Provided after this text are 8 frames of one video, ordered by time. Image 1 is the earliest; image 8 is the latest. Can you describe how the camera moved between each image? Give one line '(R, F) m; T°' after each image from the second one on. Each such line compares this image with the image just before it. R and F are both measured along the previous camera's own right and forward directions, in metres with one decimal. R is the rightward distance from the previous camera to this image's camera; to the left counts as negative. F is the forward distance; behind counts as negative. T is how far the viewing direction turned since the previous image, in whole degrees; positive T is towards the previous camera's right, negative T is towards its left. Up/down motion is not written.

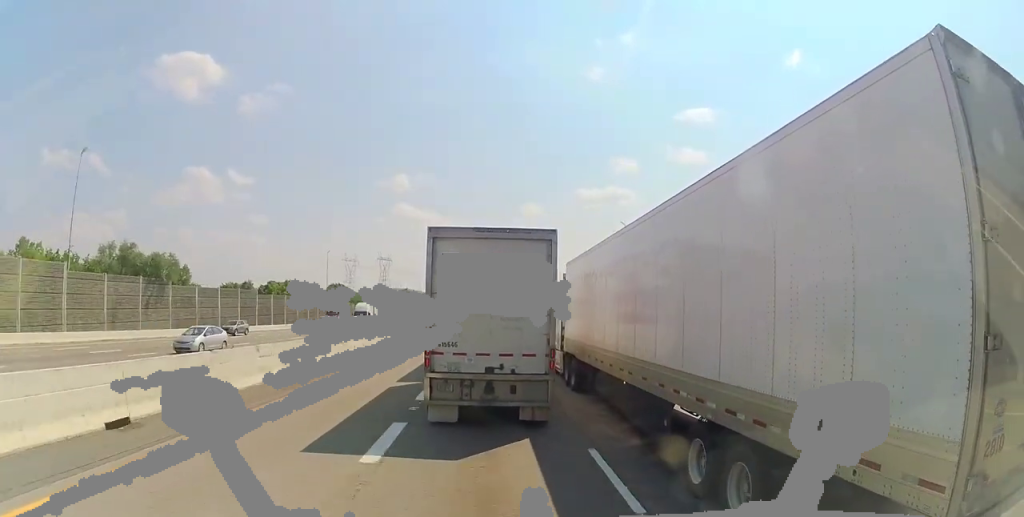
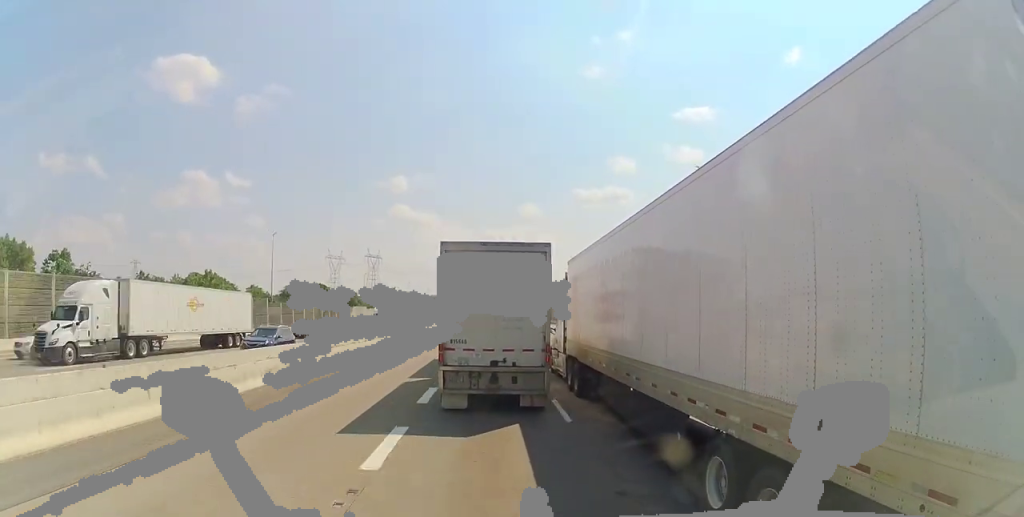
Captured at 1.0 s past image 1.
(0.0, +30.6) m; 0°
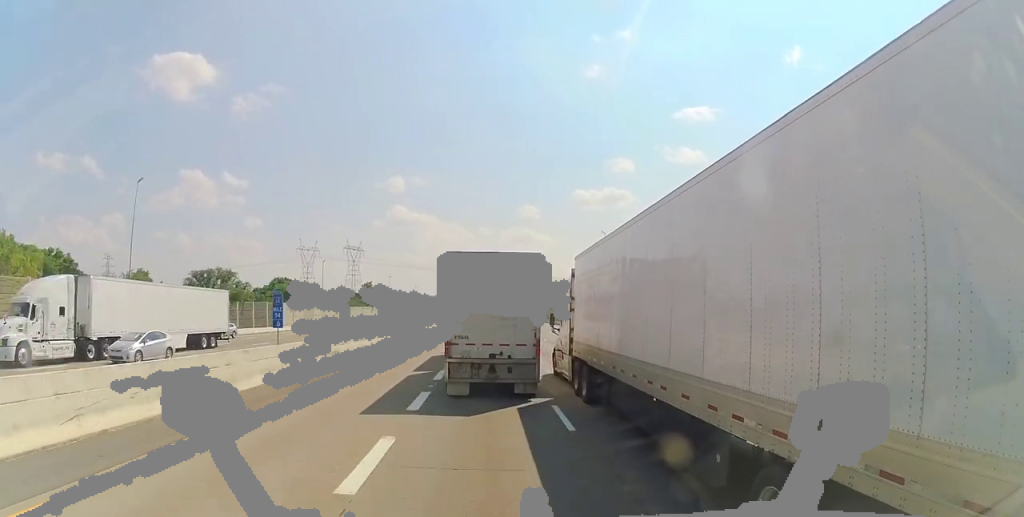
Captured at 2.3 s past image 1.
(+0.1, +37.8) m; 0°
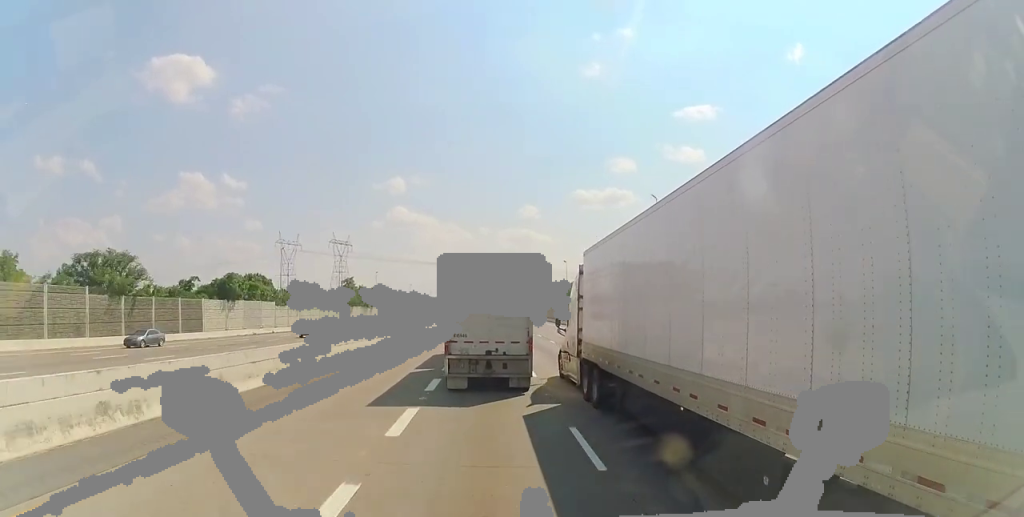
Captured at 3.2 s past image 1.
(0.0, +27.1) m; 0°
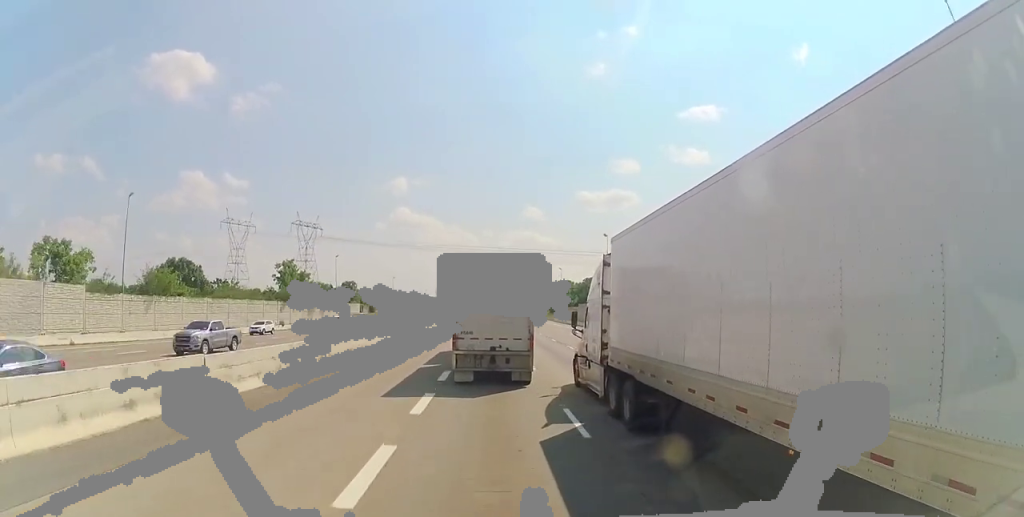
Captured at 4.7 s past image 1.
(-0.2, +46.6) m; -1°
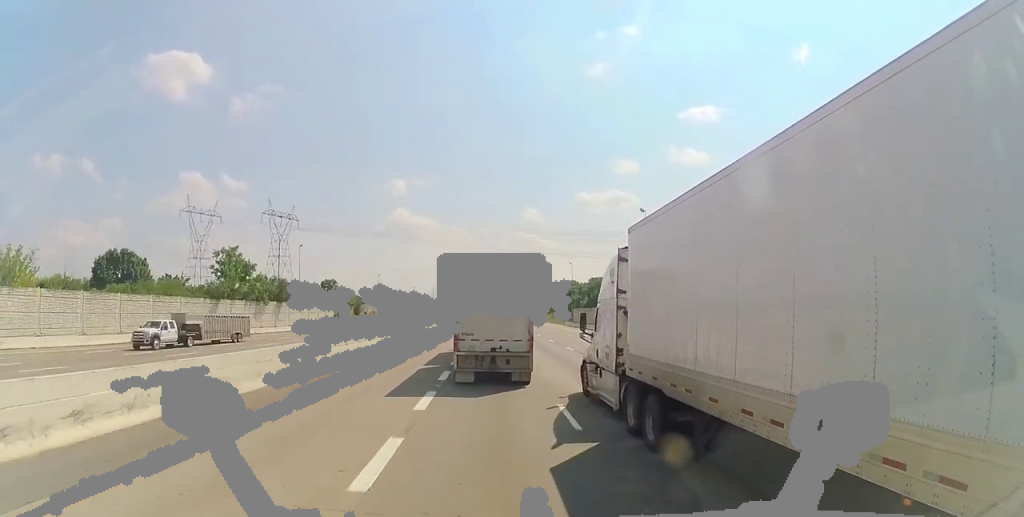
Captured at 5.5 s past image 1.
(-0.2, +23.6) m; 0°
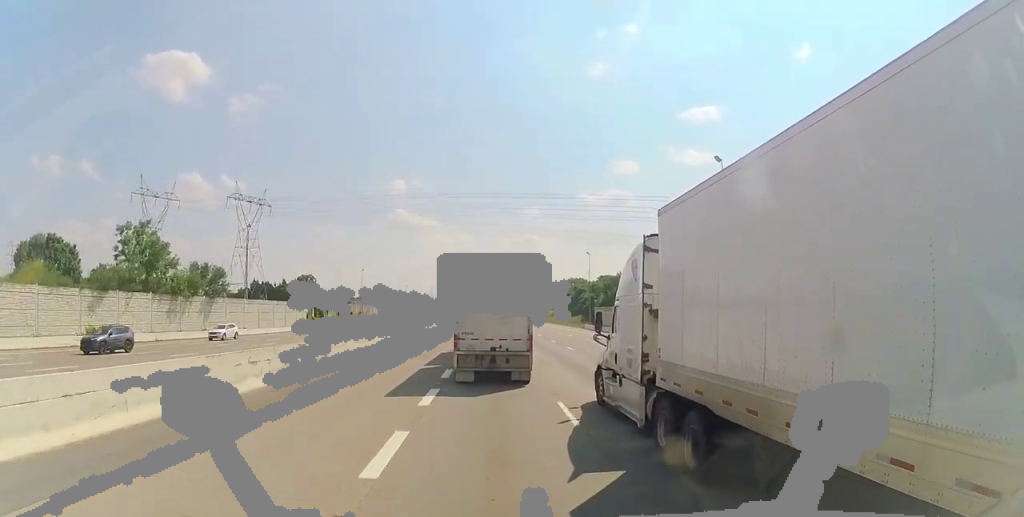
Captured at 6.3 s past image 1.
(+0.2, +23.9) m; +1°
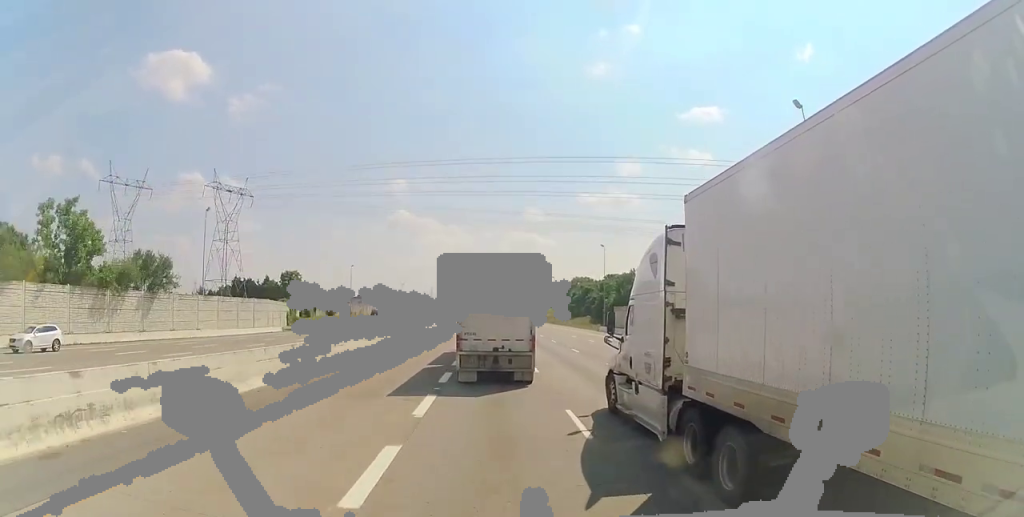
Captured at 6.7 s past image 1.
(+0.1, +13.6) m; 0°
